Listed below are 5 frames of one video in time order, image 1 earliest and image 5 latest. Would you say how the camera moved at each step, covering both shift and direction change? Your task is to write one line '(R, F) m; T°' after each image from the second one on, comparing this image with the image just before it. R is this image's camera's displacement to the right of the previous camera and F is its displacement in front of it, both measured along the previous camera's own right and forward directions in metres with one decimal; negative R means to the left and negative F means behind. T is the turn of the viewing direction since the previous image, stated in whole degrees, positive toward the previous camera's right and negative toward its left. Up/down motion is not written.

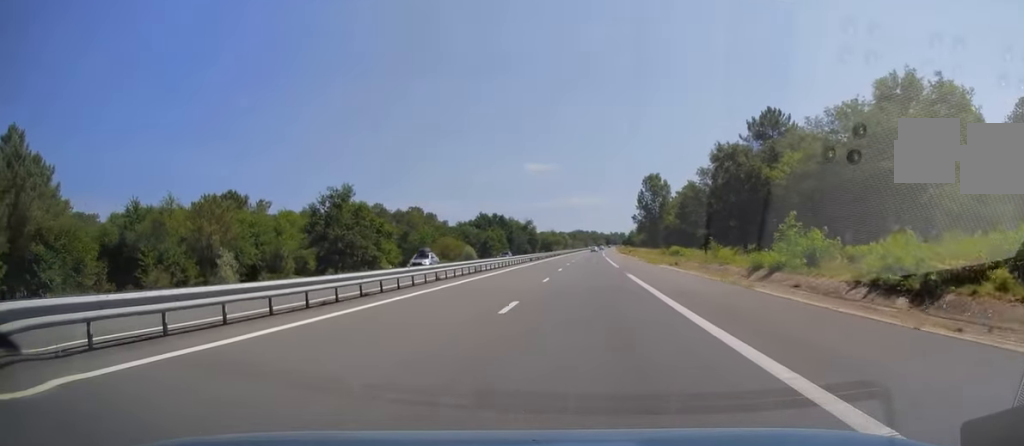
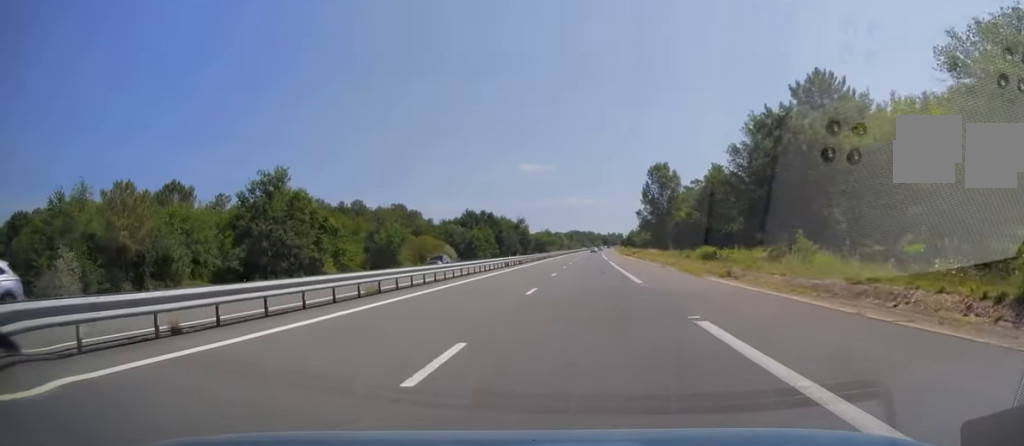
(+0.3, +20.2) m; 0°
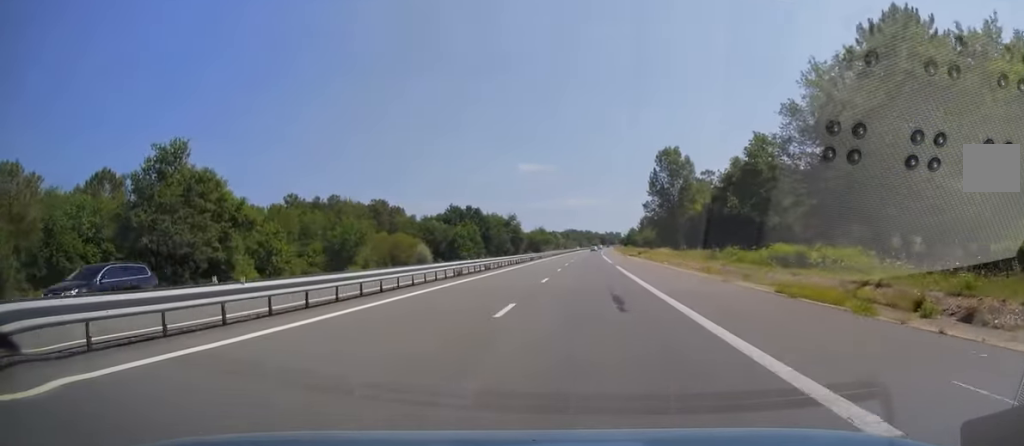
(-0.2, +19.7) m; 0°
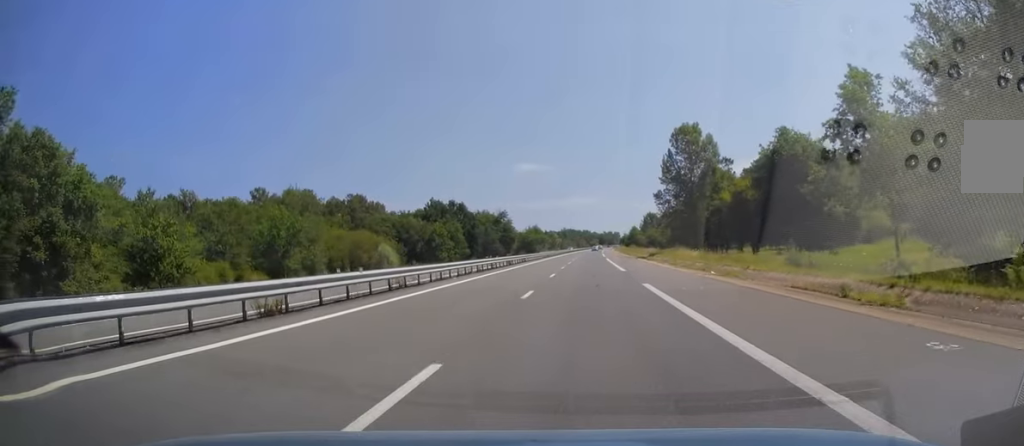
(0.0, +21.2) m; 0°
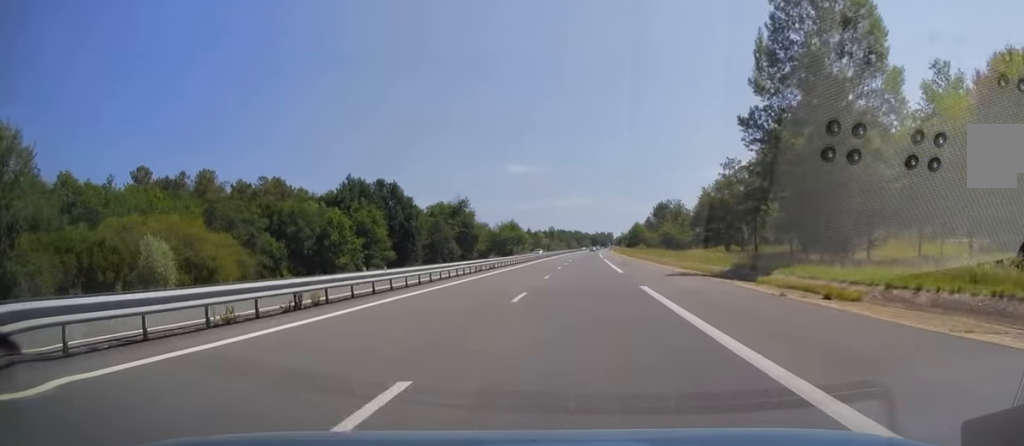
(+0.7, +53.1) m; +2°
